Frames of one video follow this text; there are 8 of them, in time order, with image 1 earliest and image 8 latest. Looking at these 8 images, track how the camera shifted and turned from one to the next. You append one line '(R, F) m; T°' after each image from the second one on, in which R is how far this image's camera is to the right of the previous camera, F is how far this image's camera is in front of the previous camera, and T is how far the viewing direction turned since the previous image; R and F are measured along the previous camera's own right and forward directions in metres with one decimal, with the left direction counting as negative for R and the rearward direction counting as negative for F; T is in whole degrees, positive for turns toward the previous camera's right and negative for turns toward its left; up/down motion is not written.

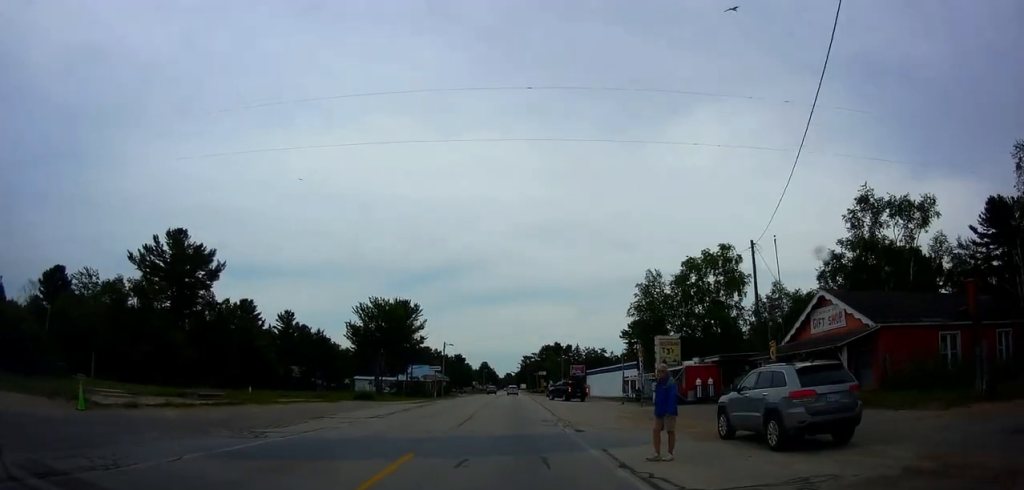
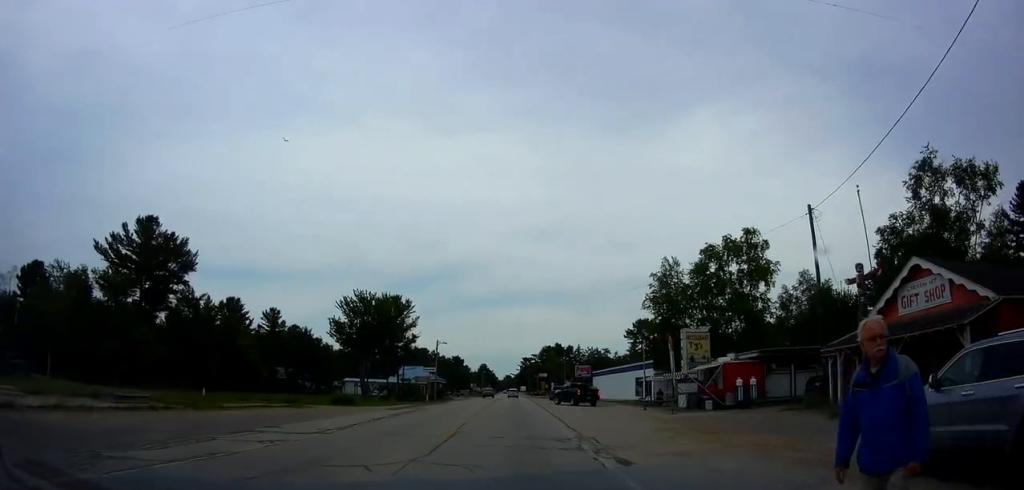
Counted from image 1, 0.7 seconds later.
(+0.1, +6.9) m; -3°
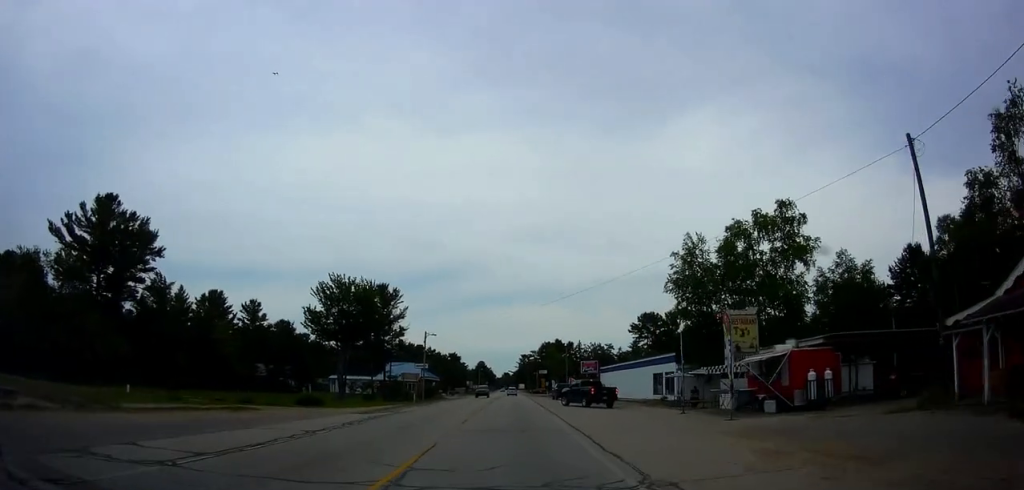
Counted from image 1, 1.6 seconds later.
(-0.4, +8.0) m; 0°
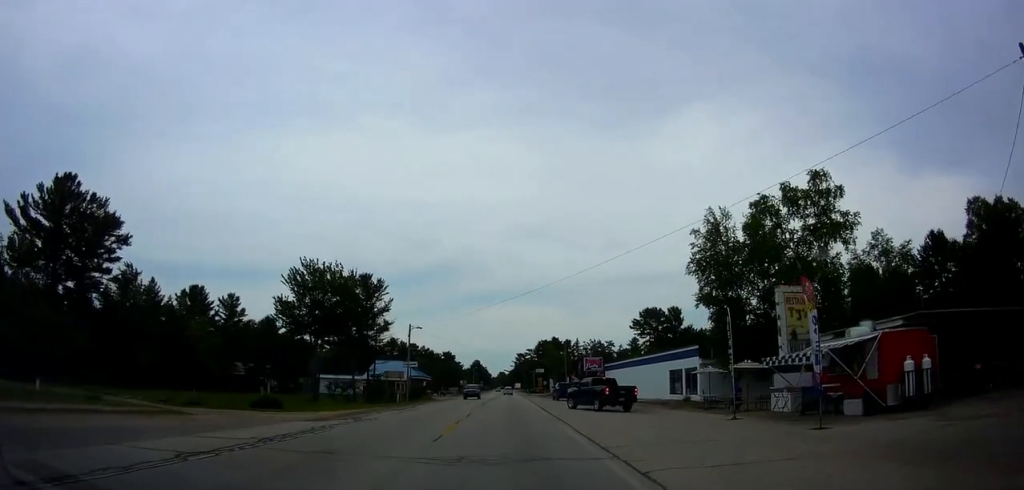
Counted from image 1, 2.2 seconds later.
(+0.1, +6.5) m; +1°
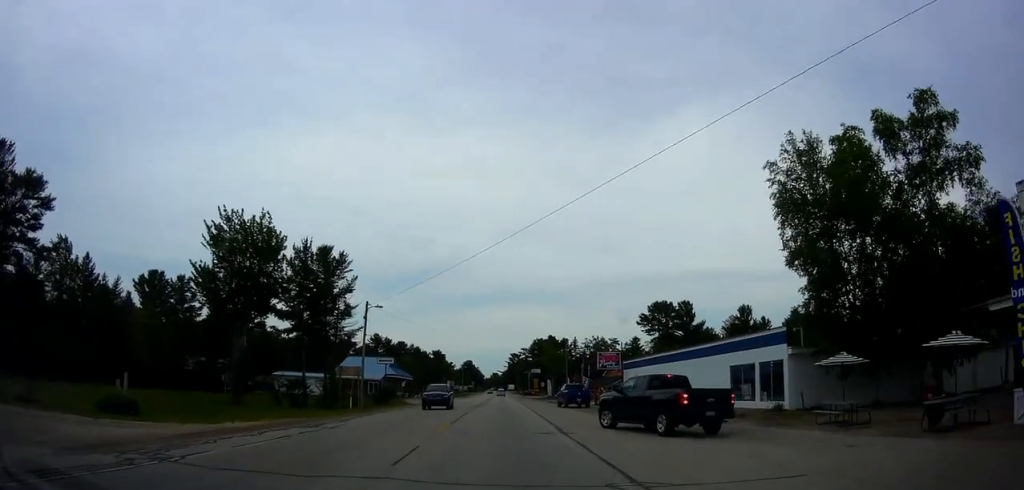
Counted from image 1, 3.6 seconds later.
(+0.5, +13.6) m; -1°
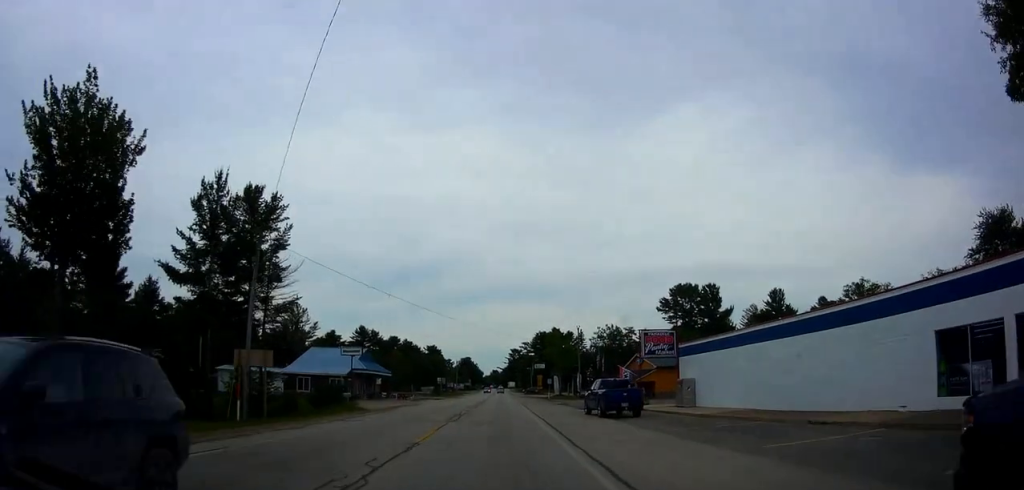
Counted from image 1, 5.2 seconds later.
(-0.6, +16.8) m; 0°
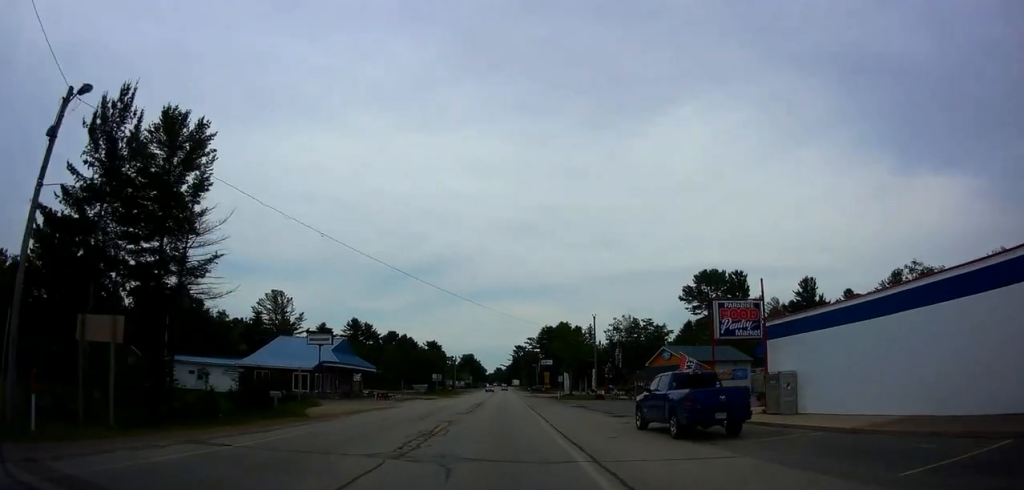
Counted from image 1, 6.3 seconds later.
(+0.4, +11.7) m; +2°
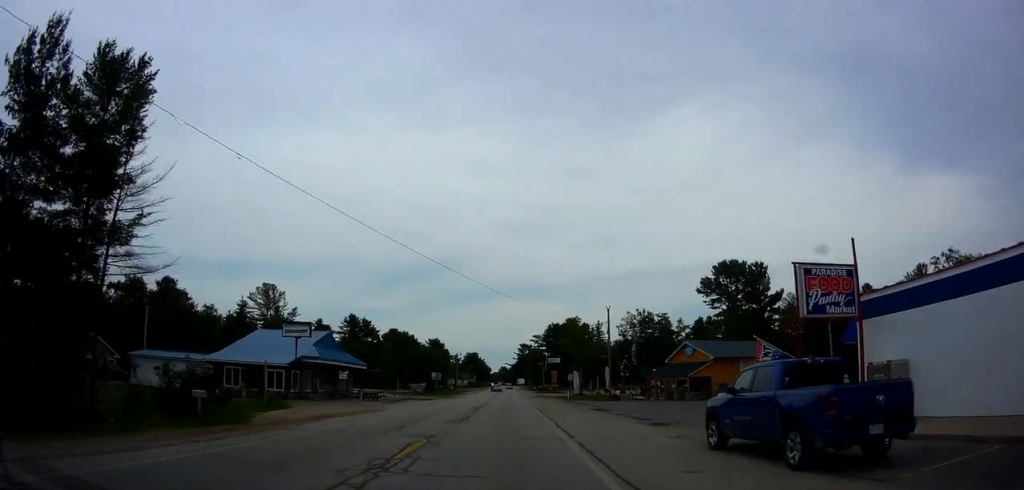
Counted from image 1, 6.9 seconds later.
(0.0, +6.7) m; 0°
